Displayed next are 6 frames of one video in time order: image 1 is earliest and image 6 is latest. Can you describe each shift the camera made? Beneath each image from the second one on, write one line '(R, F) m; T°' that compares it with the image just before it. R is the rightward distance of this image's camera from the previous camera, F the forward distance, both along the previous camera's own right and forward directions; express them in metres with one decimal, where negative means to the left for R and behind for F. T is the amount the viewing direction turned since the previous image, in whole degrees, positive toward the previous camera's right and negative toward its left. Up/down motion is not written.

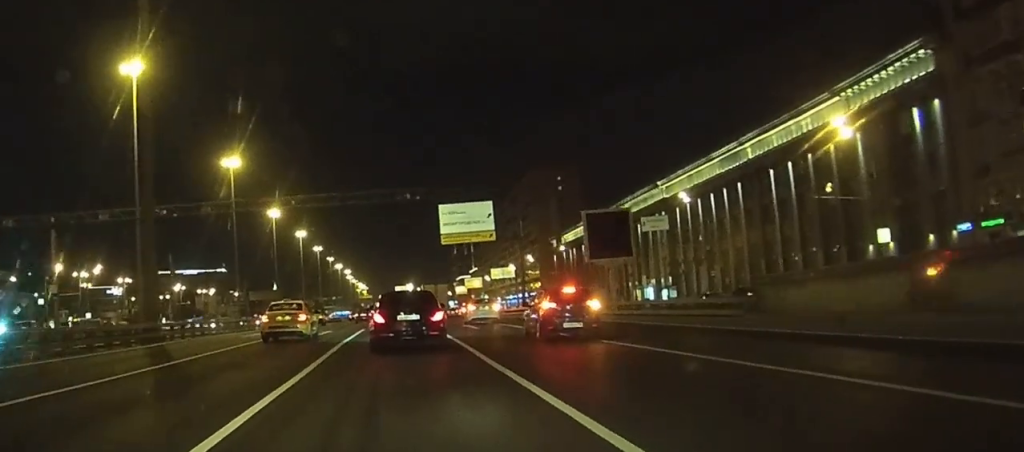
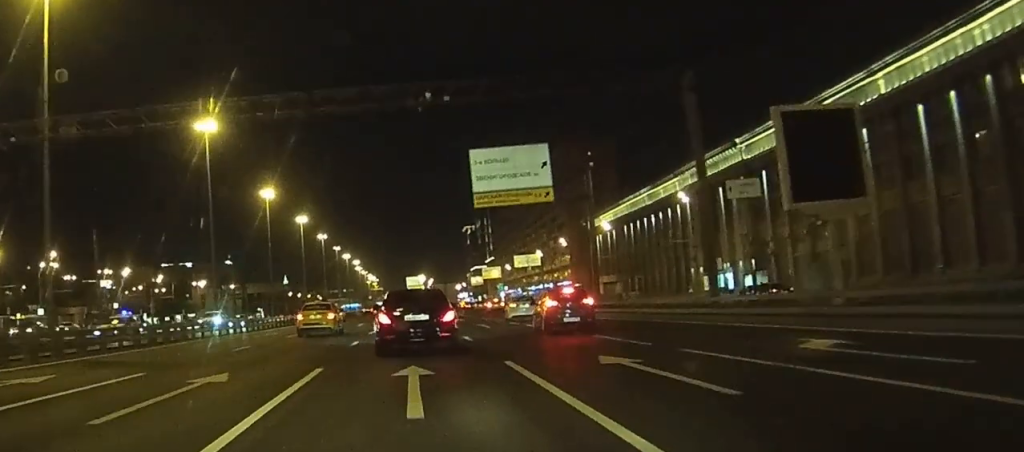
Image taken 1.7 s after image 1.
(0.0, +29.3) m; 0°
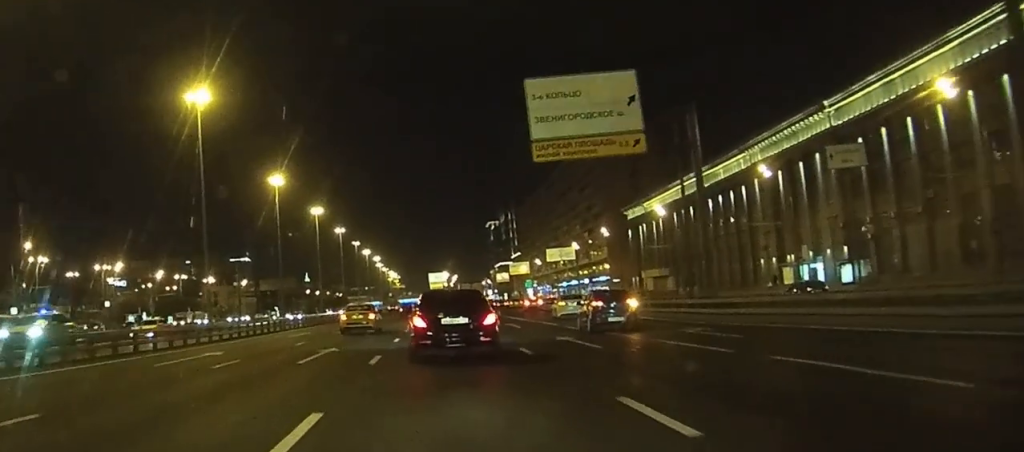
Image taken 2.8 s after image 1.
(-0.1, +18.9) m; 0°
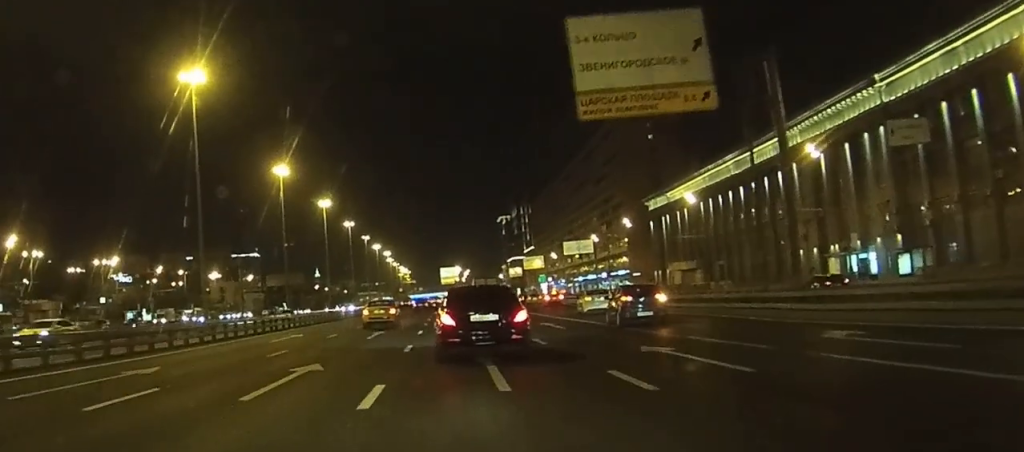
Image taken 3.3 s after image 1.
(0.0, +8.7) m; 0°
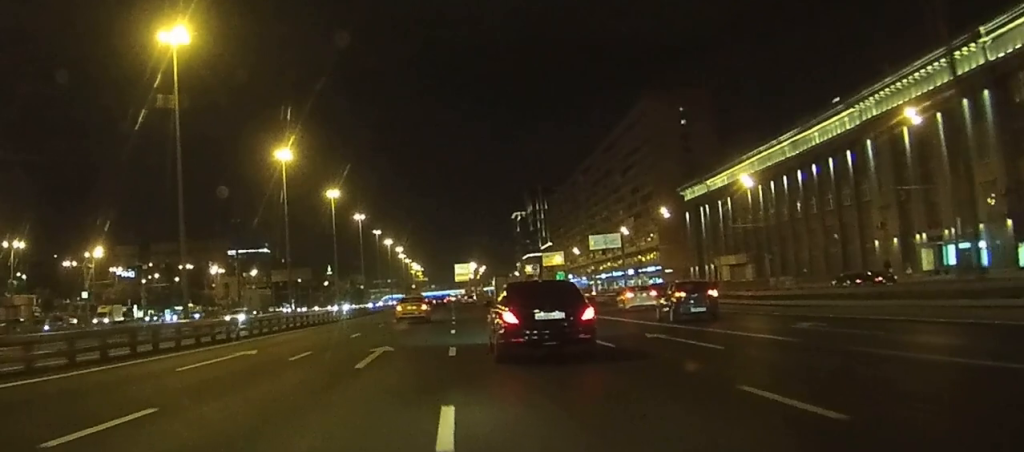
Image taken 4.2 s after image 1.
(0.0, +15.2) m; 0°
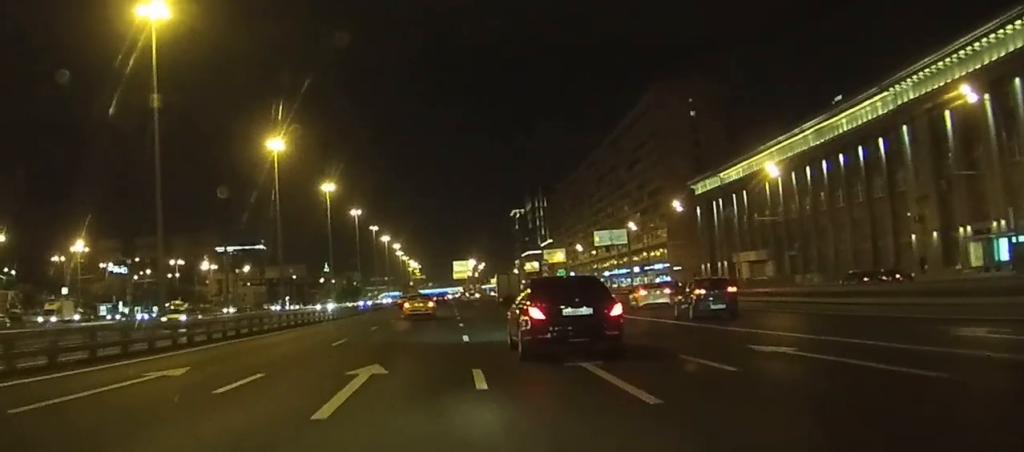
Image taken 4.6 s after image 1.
(0.0, +7.7) m; 0°
